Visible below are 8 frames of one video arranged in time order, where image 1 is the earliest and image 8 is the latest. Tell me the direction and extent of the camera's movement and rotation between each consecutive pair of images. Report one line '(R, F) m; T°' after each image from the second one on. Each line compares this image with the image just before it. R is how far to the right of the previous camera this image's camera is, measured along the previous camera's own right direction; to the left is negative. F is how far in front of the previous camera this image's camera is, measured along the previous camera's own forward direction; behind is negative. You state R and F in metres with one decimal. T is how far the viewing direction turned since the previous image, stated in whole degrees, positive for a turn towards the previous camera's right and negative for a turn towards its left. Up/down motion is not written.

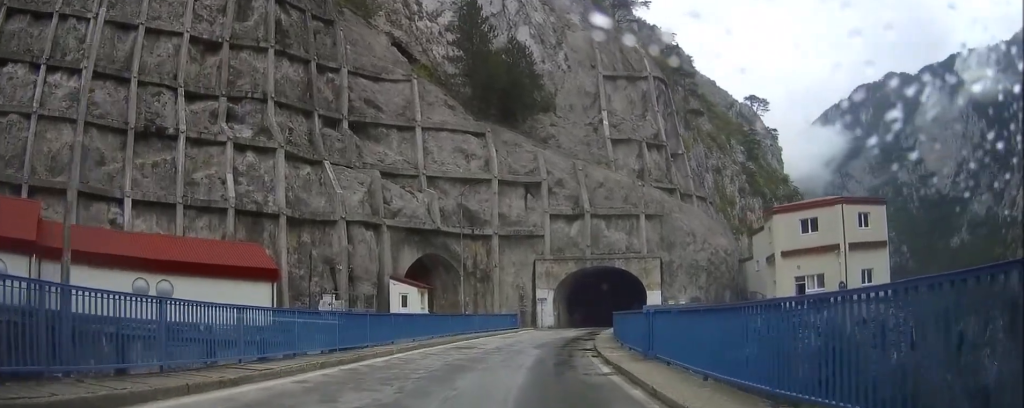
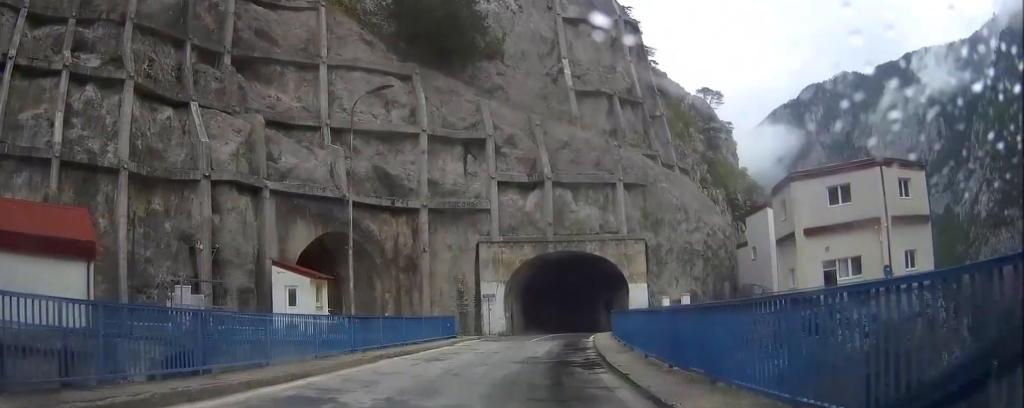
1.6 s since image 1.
(+1.2, +15.9) m; +7°
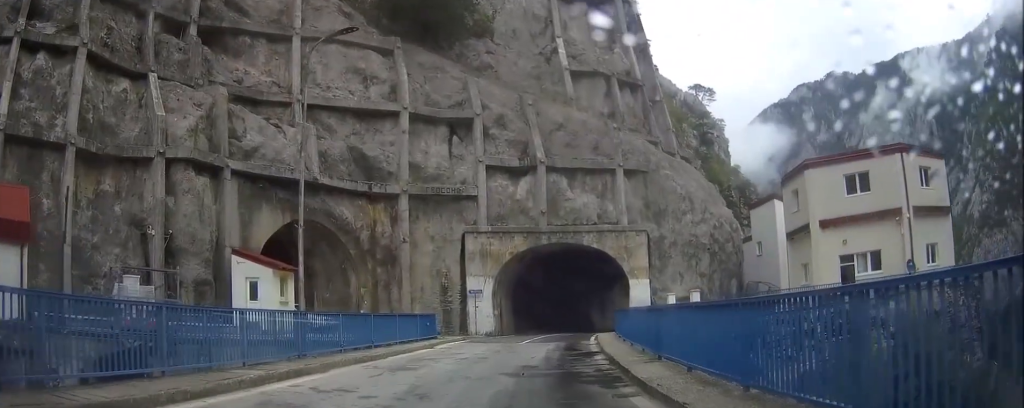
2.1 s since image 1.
(0.0, +4.2) m; +1°
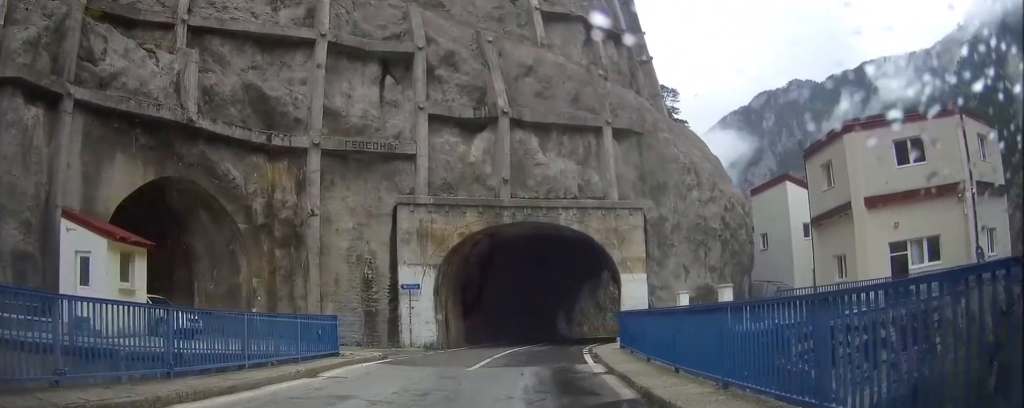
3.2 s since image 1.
(+0.2, +11.4) m; +2°
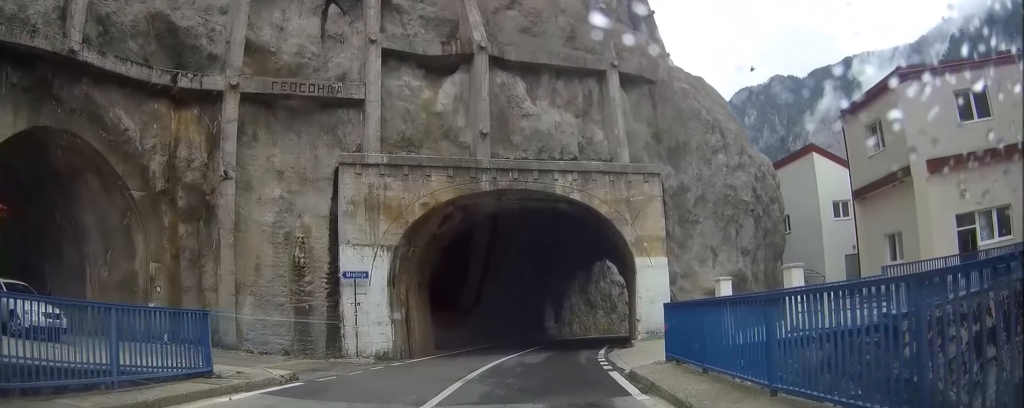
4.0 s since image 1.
(+0.1, +7.9) m; +1°
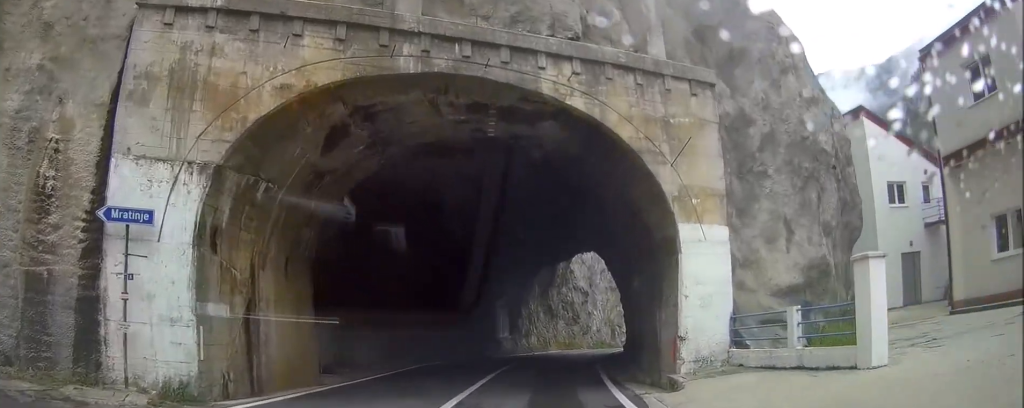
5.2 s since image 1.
(+0.2, +11.8) m; +2°
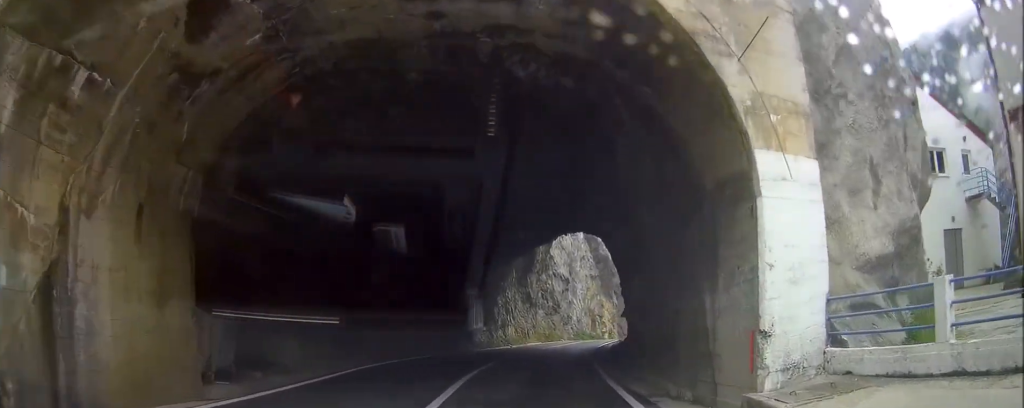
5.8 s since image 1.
(+0.1, +5.3) m; +1°
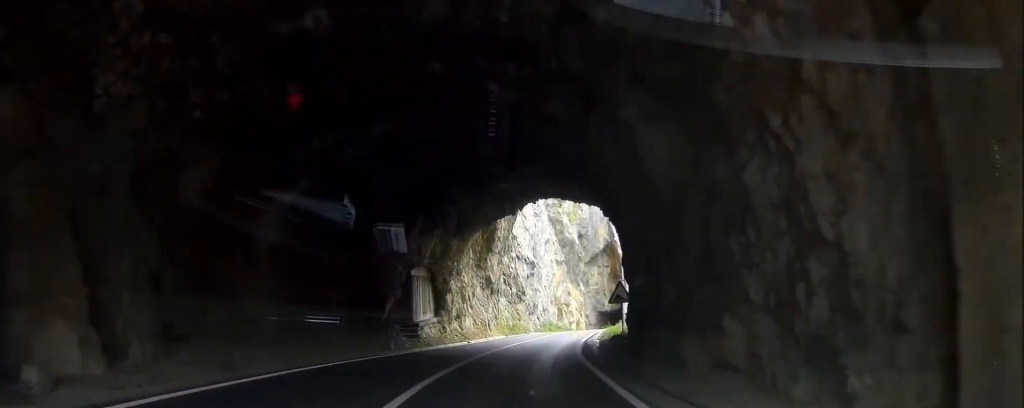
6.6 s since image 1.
(0.0, +8.7) m; 0°
